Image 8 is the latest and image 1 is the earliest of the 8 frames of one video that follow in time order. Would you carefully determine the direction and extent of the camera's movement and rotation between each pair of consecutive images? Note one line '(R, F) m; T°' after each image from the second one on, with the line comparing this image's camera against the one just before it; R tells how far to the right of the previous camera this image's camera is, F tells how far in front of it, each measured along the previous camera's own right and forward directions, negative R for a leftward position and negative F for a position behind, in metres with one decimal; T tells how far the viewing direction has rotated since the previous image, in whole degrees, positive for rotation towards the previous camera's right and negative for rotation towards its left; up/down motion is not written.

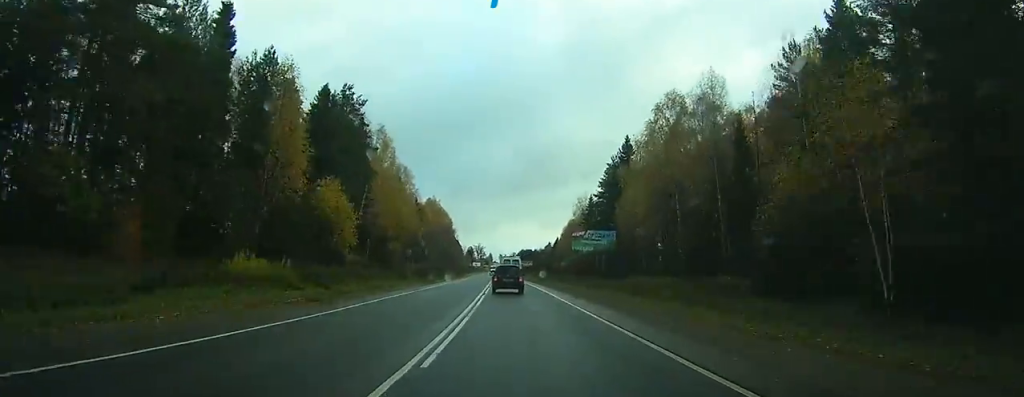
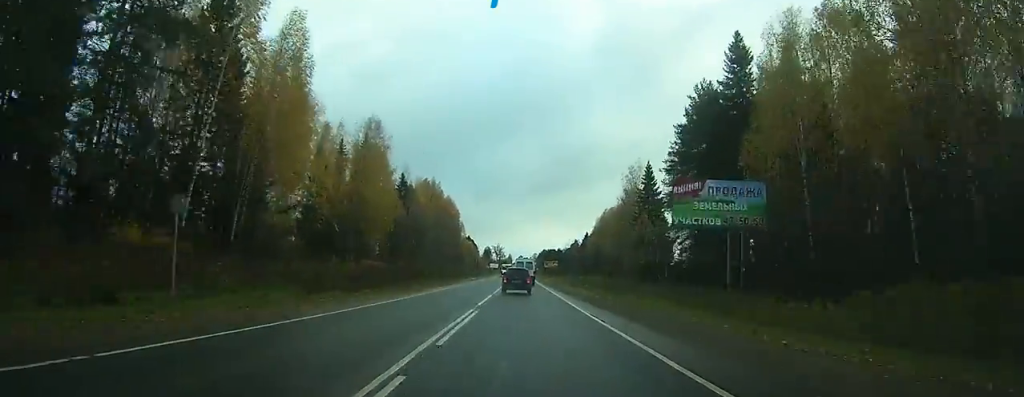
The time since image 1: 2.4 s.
(-1.3, +45.4) m; -2°
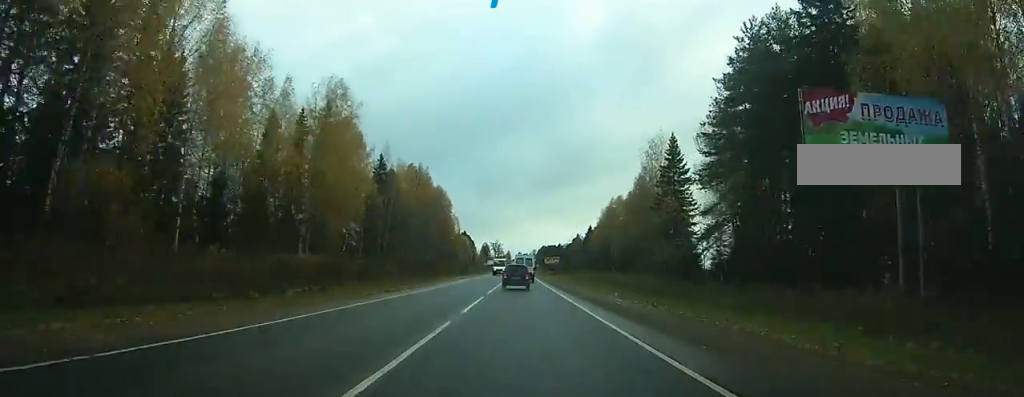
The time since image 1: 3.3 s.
(-0.1, +17.7) m; 0°
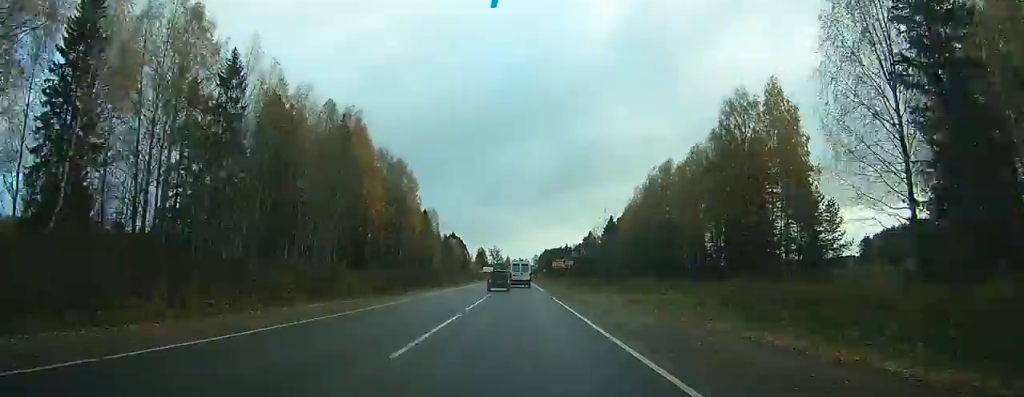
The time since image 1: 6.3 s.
(-0.6, +56.0) m; -1°
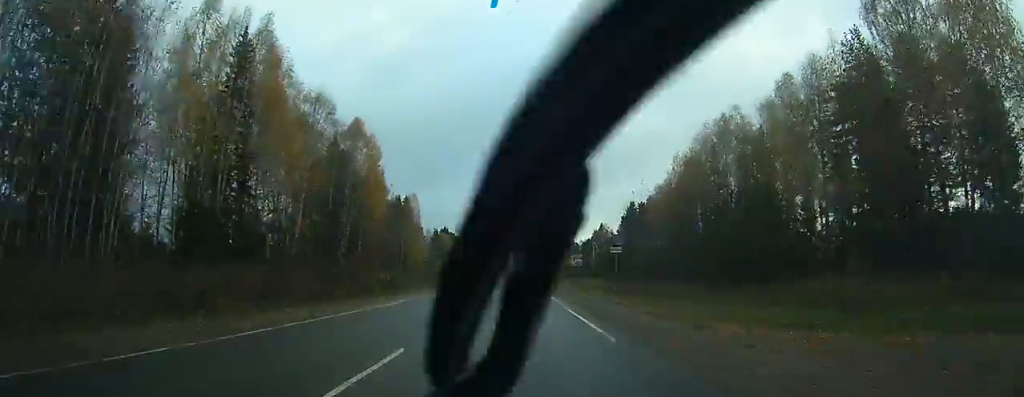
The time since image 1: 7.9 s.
(0.0, +32.4) m; +1°
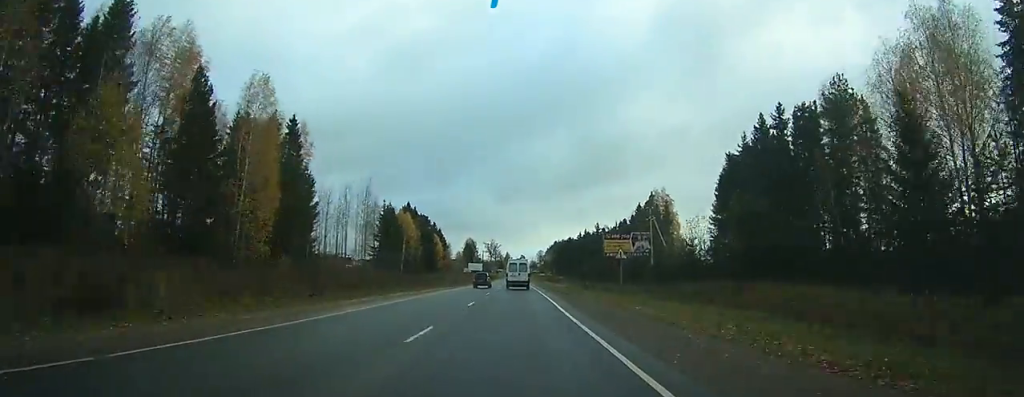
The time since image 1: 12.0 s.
(+0.7, +79.5) m; 0°
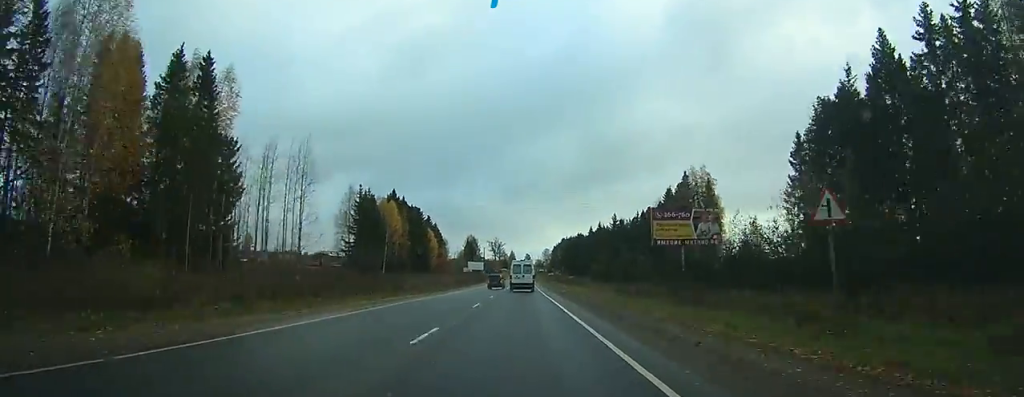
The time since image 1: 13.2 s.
(-0.2, +23.4) m; -1°
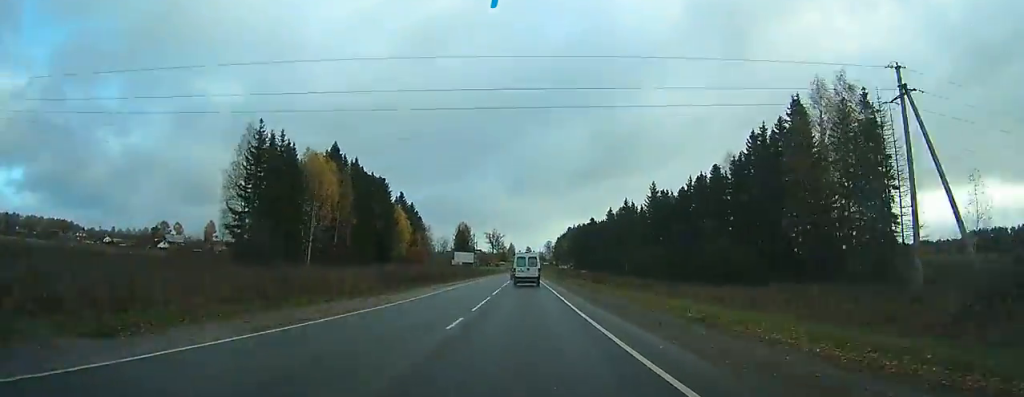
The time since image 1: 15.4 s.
(-0.3, +43.0) m; 0°
